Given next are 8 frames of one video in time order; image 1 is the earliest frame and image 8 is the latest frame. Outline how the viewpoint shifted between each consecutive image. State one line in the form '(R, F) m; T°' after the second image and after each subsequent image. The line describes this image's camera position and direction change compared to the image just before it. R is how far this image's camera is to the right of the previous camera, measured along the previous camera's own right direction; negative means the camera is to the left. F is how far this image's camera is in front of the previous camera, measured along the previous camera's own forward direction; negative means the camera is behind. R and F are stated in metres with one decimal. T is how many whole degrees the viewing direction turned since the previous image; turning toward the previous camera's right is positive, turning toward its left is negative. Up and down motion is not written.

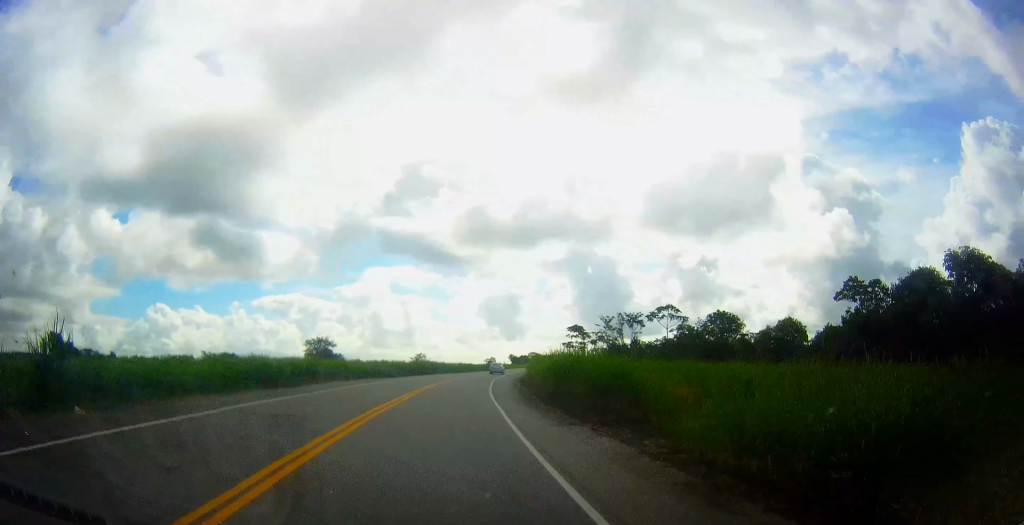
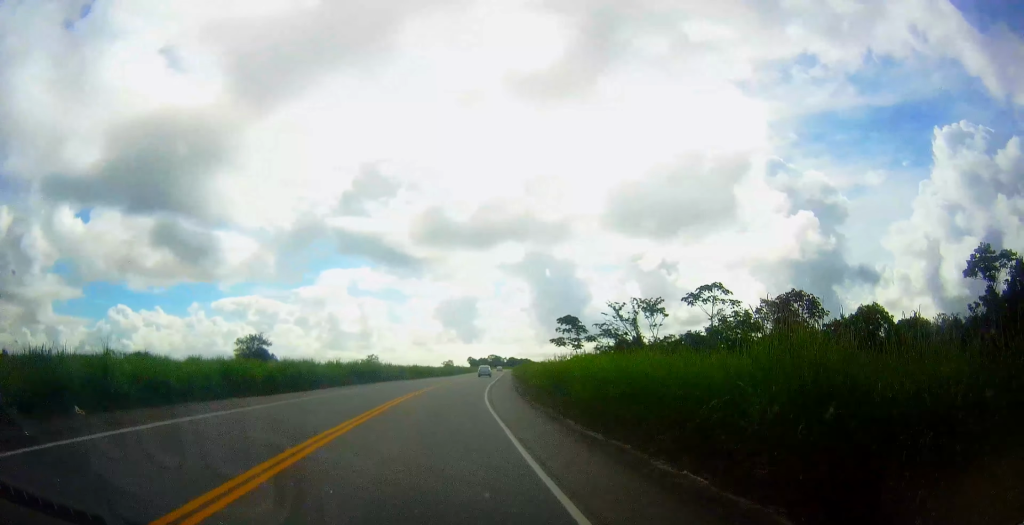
(+0.8, +28.3) m; +3°
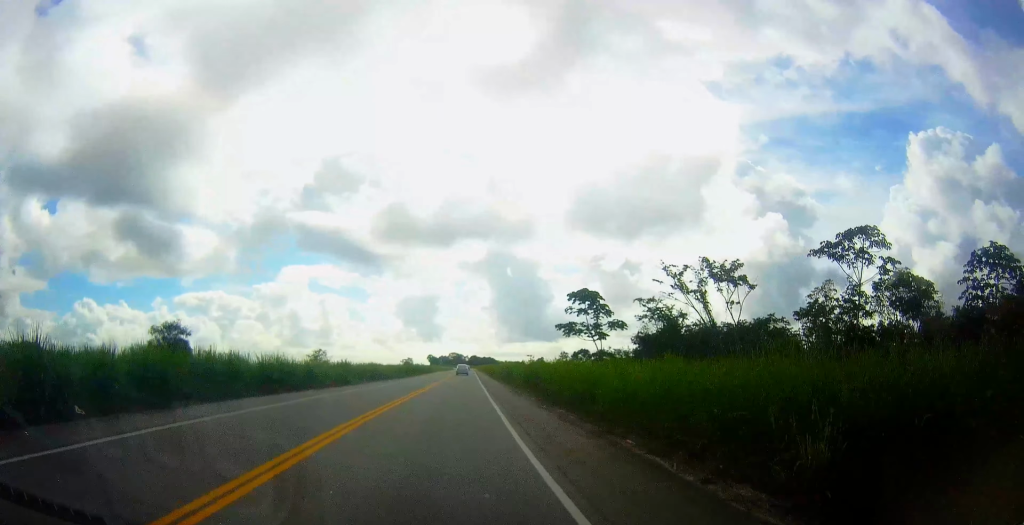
(+0.8, +30.2) m; +4°
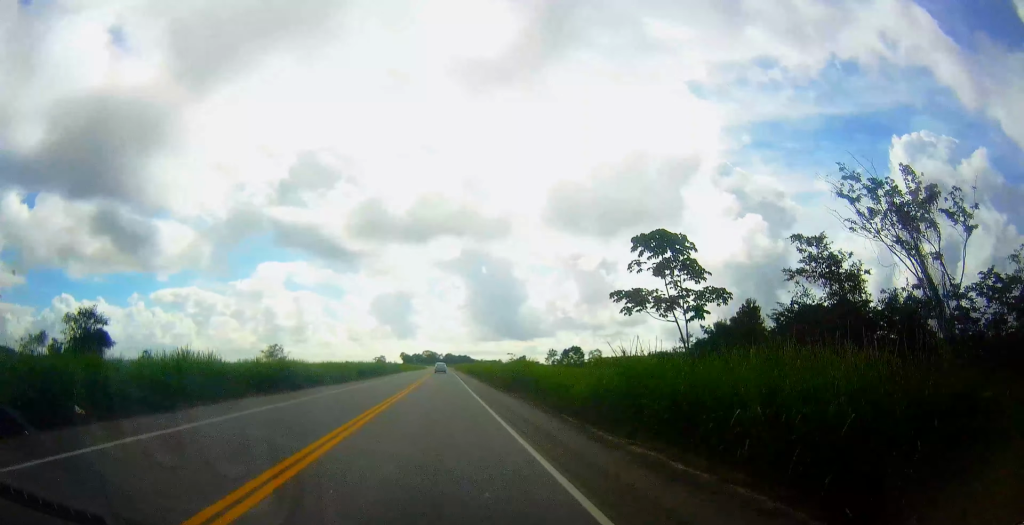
(+1.0, +25.8) m; +4°
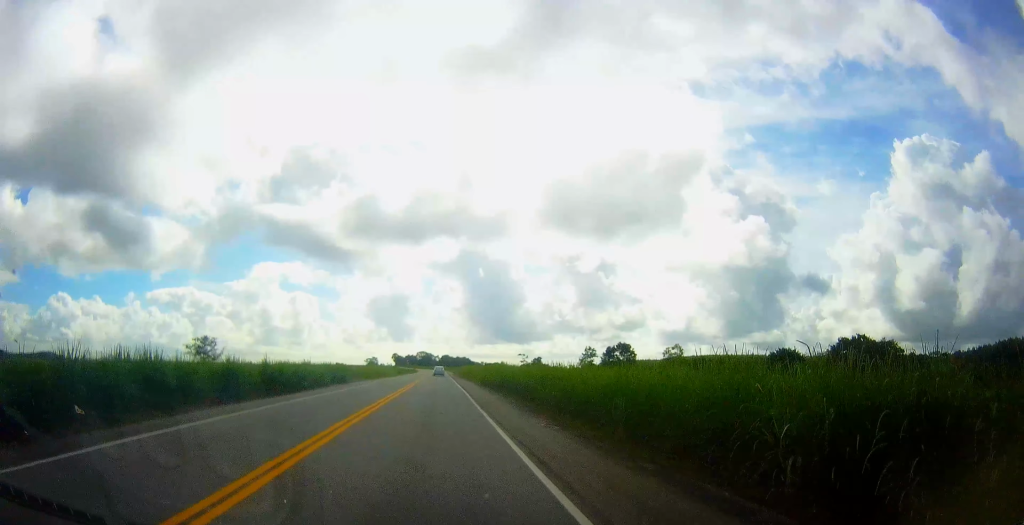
(+2.7, +53.2) m; +6°
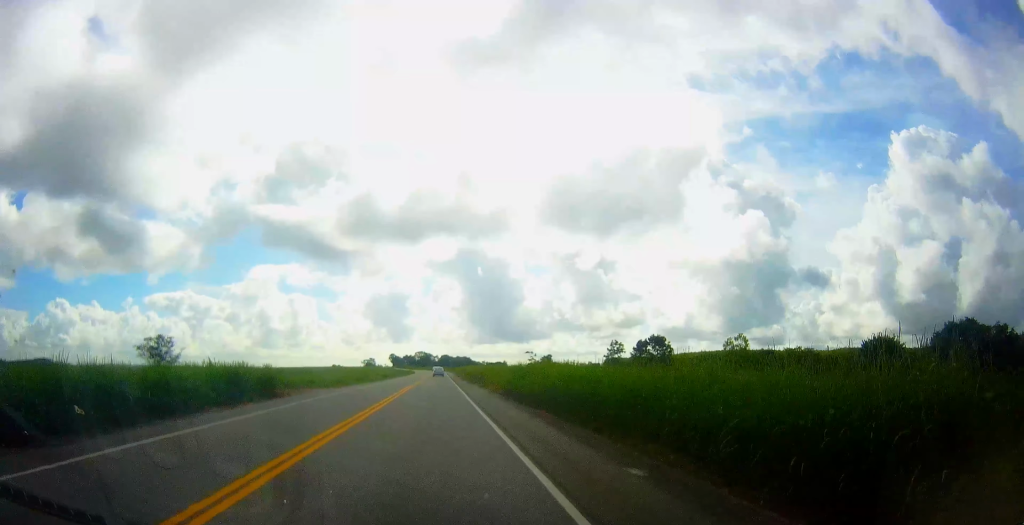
(+0.4, +22.3) m; 0°
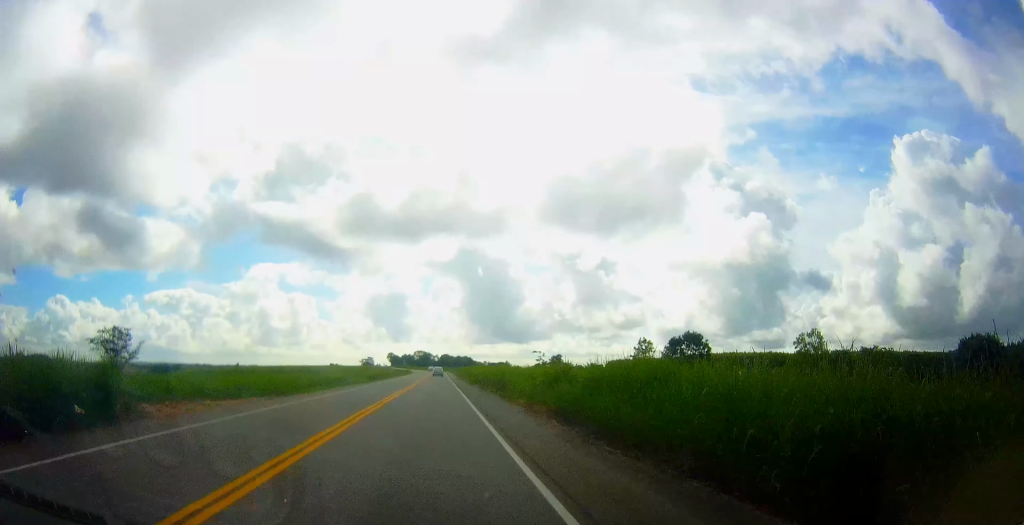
(0.0, +16.8) m; 0°
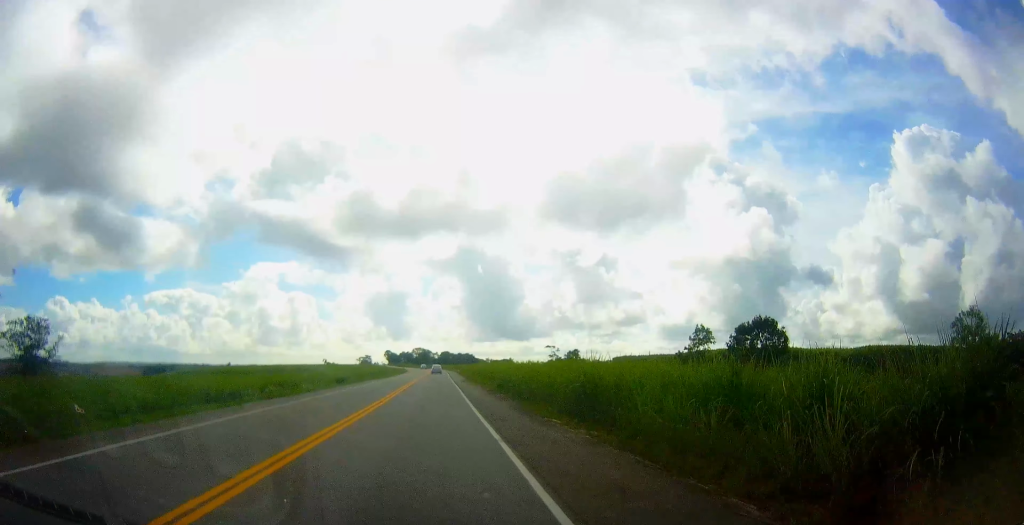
(-0.3, +23.7) m; 0°
